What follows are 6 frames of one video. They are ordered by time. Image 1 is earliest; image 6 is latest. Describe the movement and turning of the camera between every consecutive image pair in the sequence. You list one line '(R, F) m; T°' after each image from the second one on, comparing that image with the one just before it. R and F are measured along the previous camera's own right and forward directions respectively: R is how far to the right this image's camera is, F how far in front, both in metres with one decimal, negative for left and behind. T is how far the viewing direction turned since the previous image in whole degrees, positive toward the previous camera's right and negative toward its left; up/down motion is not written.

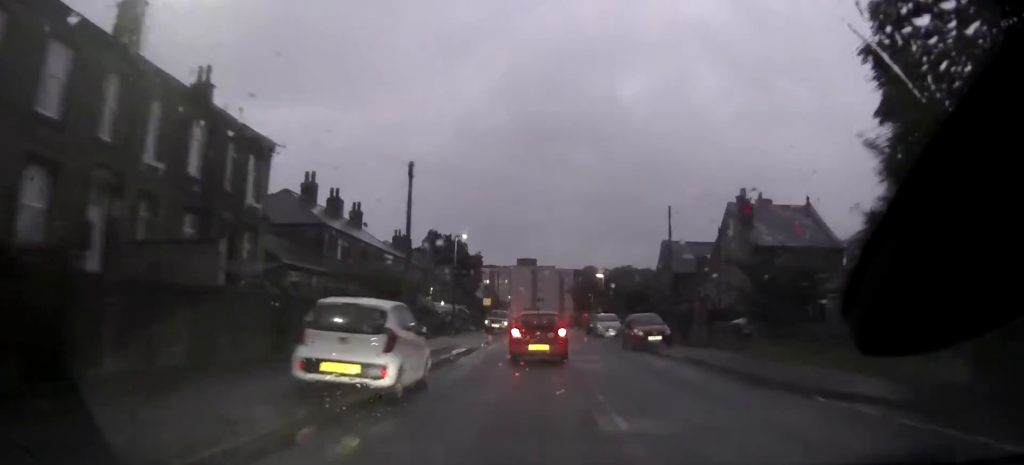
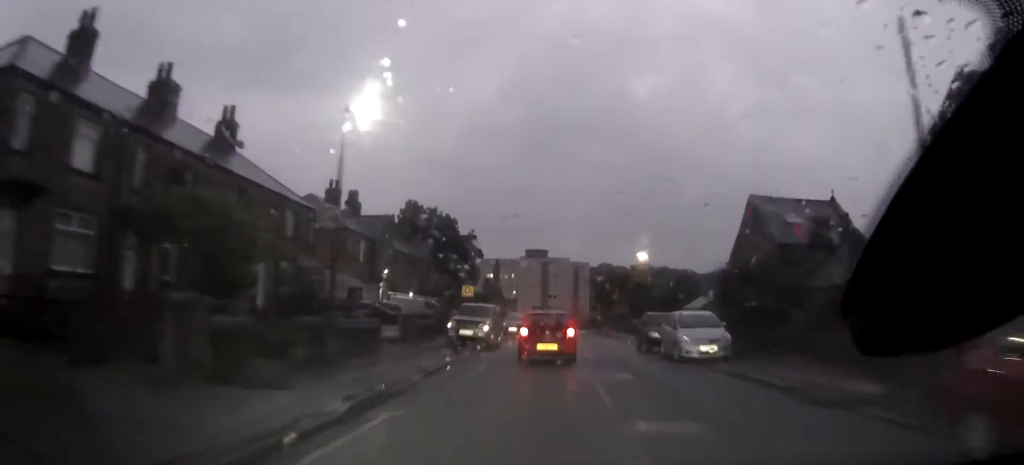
(+0.2, +24.6) m; +1°
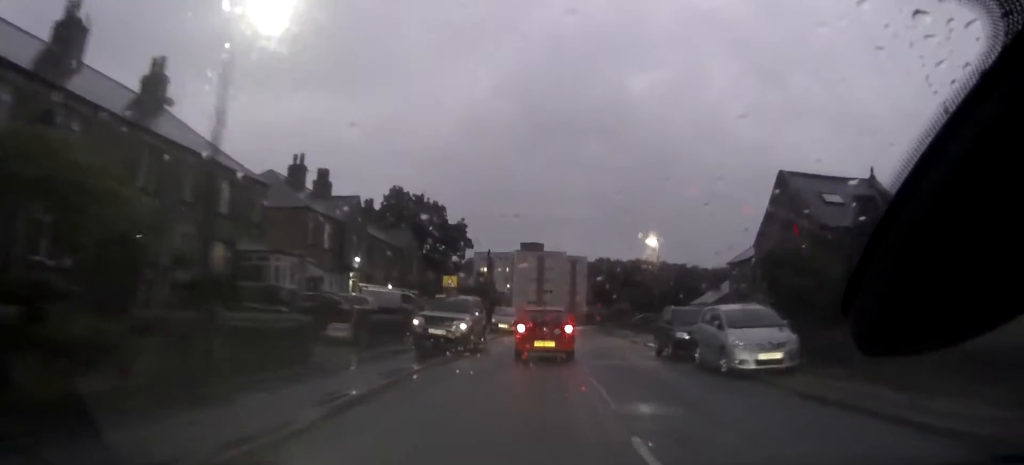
(+0.1, +6.4) m; +1°
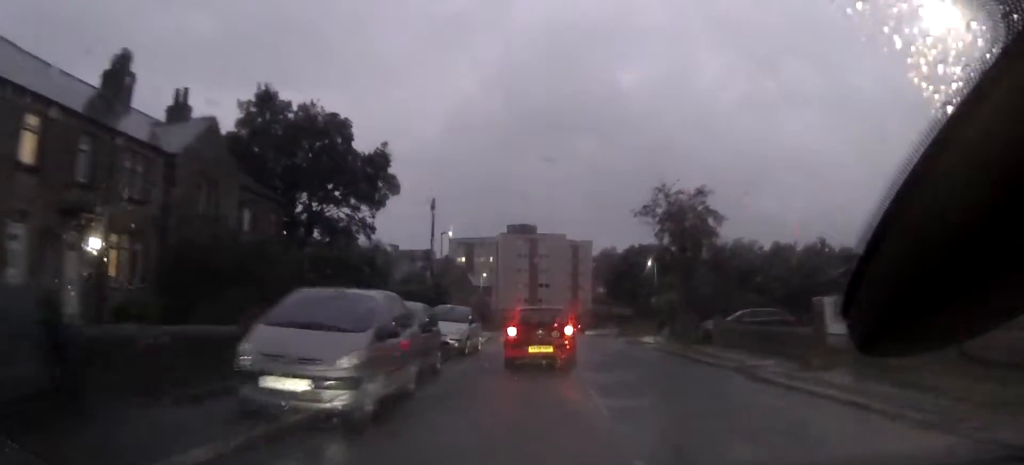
(-0.5, +35.5) m; -1°
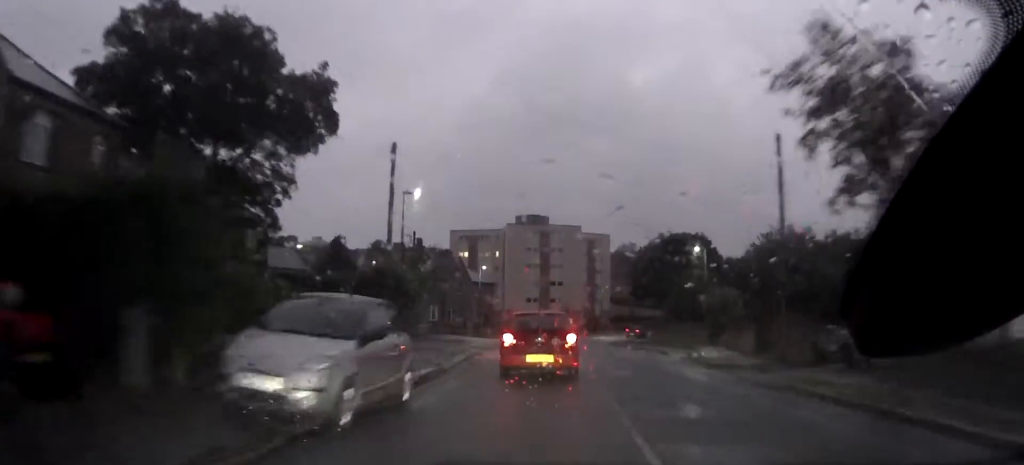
(+0.2, +14.3) m; 0°
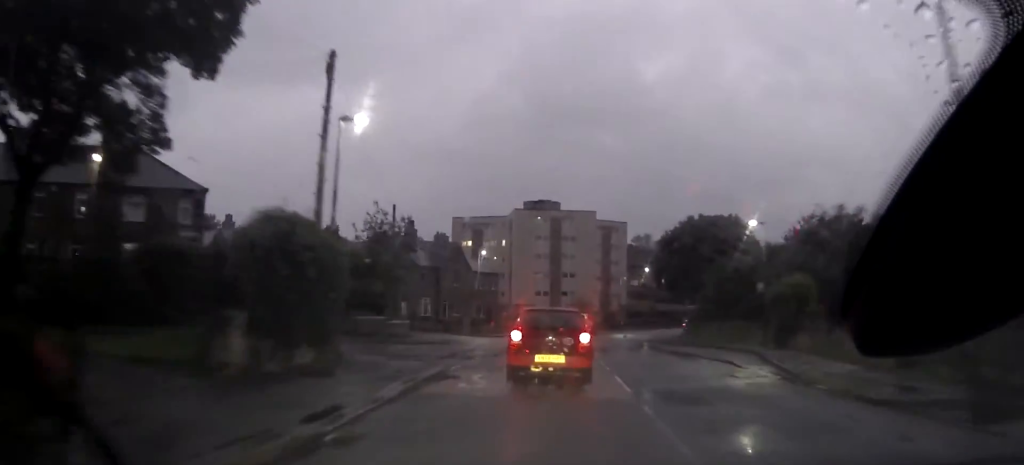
(-0.1, +10.1) m; -1°
